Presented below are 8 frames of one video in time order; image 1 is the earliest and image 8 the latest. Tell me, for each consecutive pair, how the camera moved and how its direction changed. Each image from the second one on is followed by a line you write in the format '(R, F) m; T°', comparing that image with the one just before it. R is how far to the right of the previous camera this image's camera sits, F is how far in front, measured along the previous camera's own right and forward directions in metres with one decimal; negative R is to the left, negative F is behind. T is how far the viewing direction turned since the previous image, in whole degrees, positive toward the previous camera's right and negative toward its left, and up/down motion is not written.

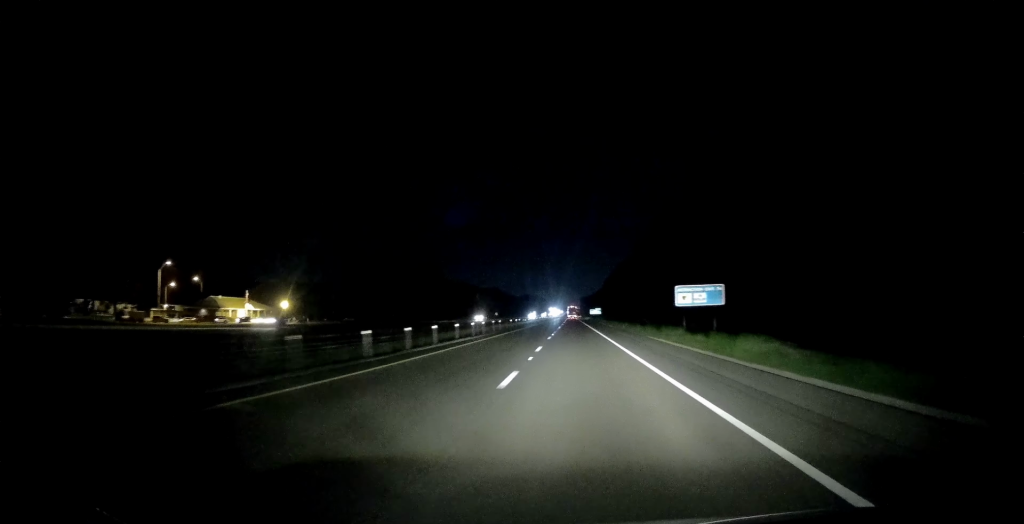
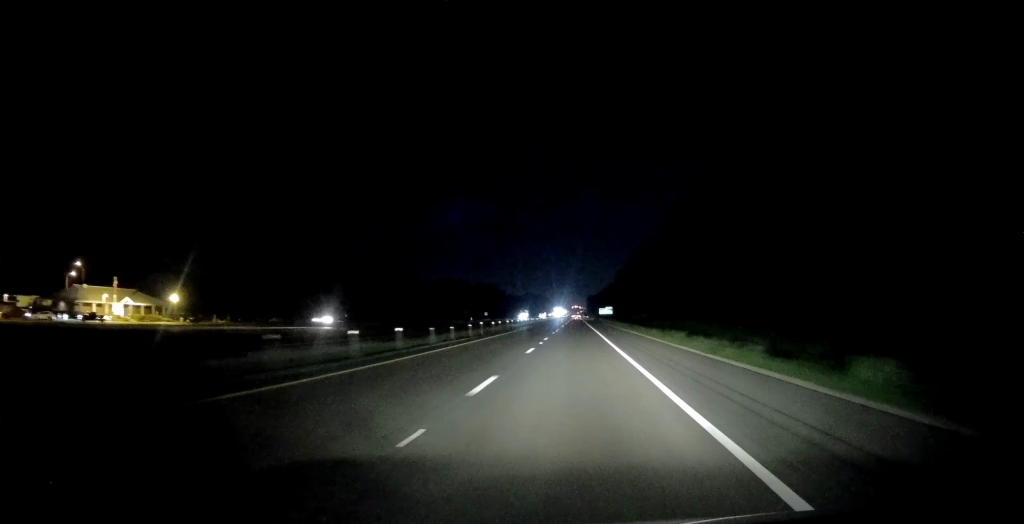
(+0.5, +61.4) m; 0°
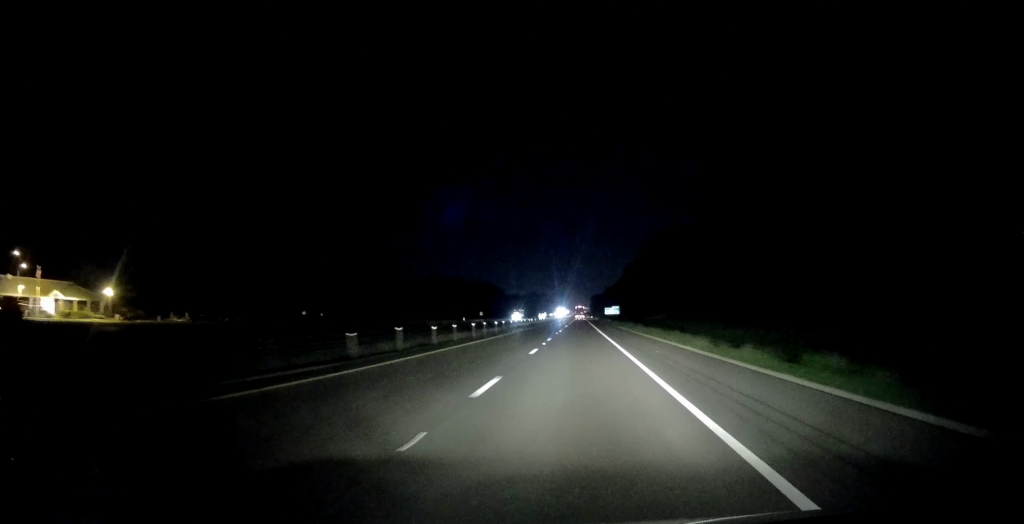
(-0.1, +24.8) m; -1°
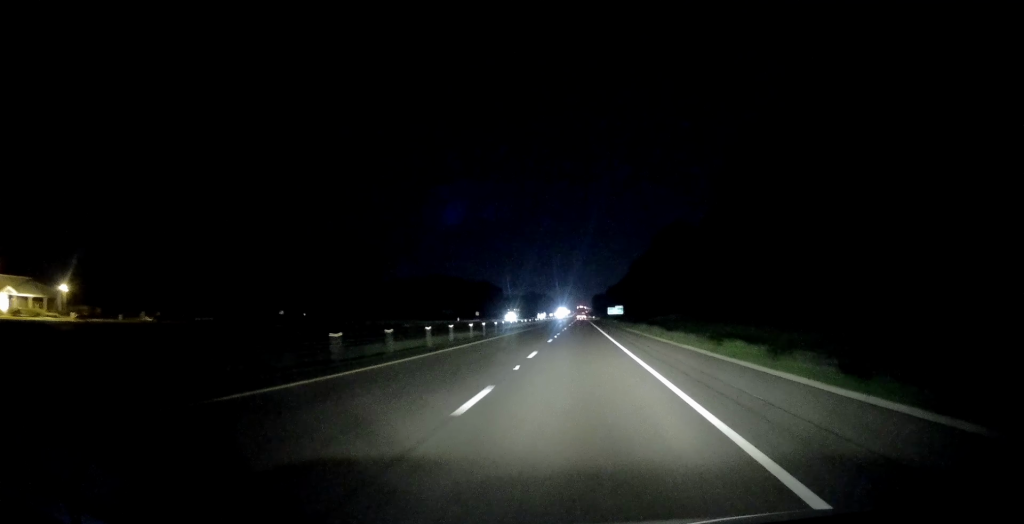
(-0.2, +14.0) m; 0°
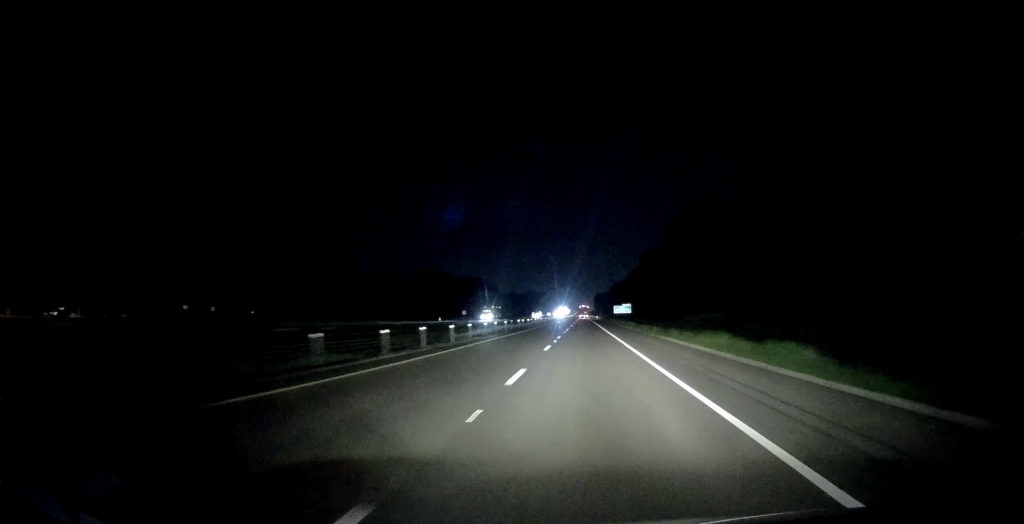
(-0.1, +32.4) m; 0°
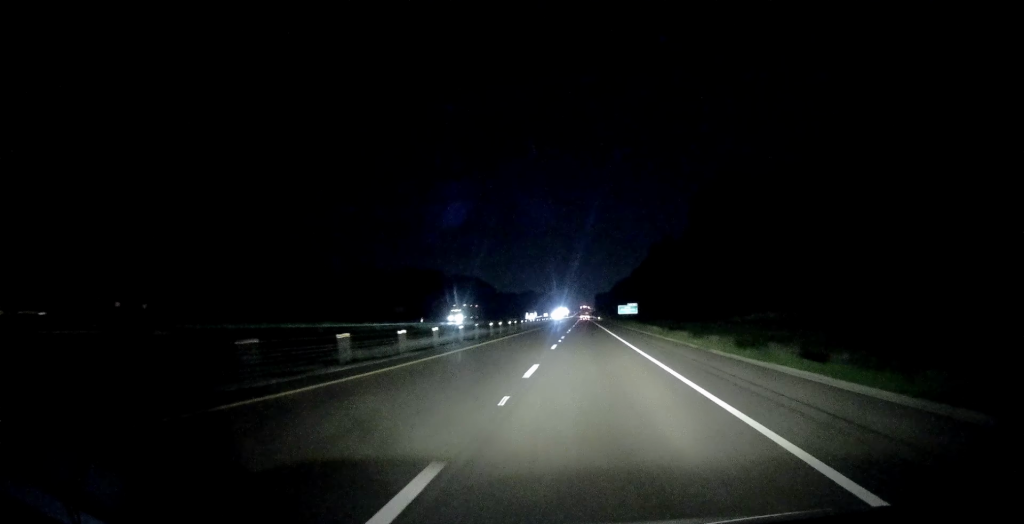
(-0.1, +22.6) m; 0°
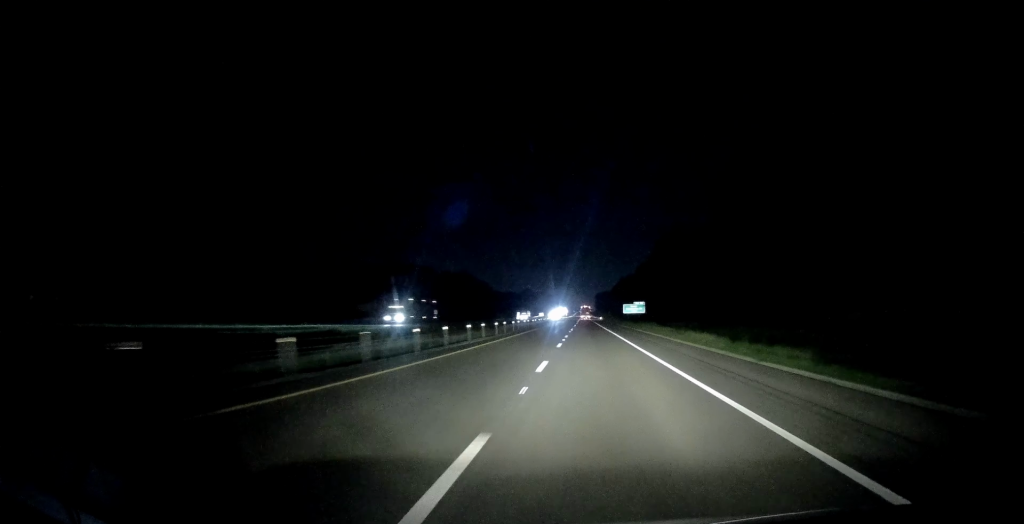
(-0.1, +22.6) m; 0°
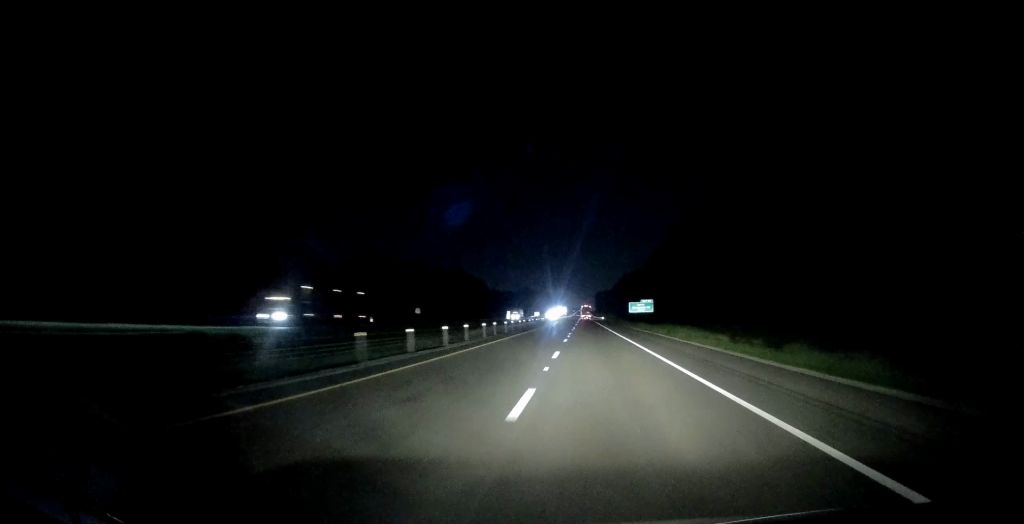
(0.0, +19.4) m; +1°
